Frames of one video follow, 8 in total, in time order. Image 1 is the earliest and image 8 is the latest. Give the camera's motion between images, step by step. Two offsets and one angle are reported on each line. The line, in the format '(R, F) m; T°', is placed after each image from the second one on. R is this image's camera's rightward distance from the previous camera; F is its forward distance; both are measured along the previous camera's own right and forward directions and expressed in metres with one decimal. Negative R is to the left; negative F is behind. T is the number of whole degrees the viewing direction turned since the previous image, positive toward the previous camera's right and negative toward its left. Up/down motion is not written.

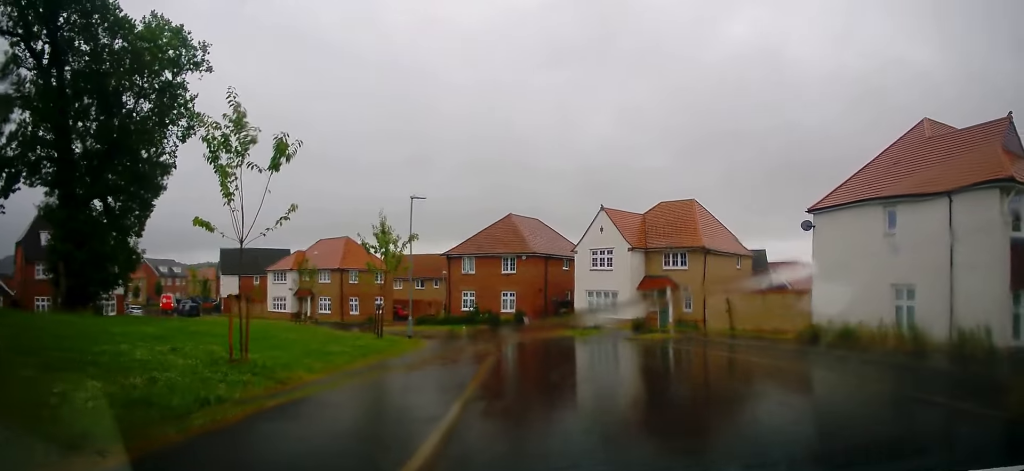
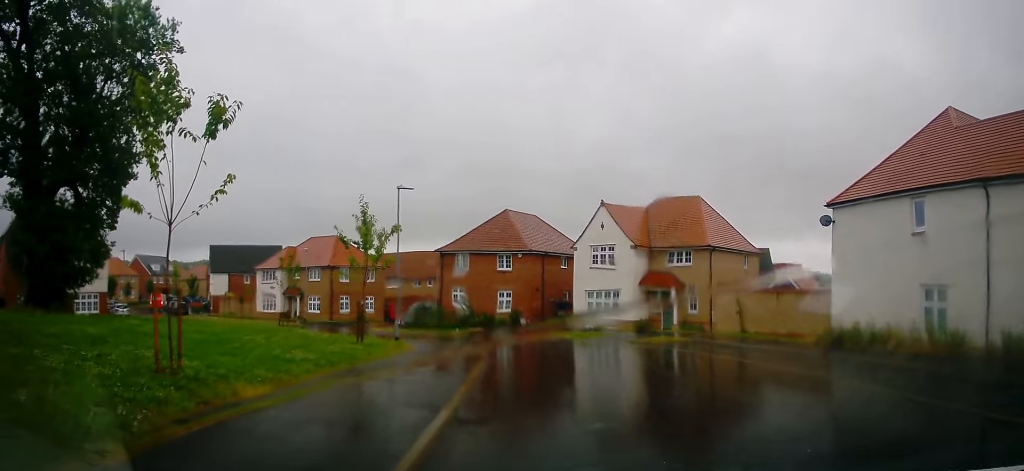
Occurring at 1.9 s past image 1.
(-0.3, +1.8) m; -5°
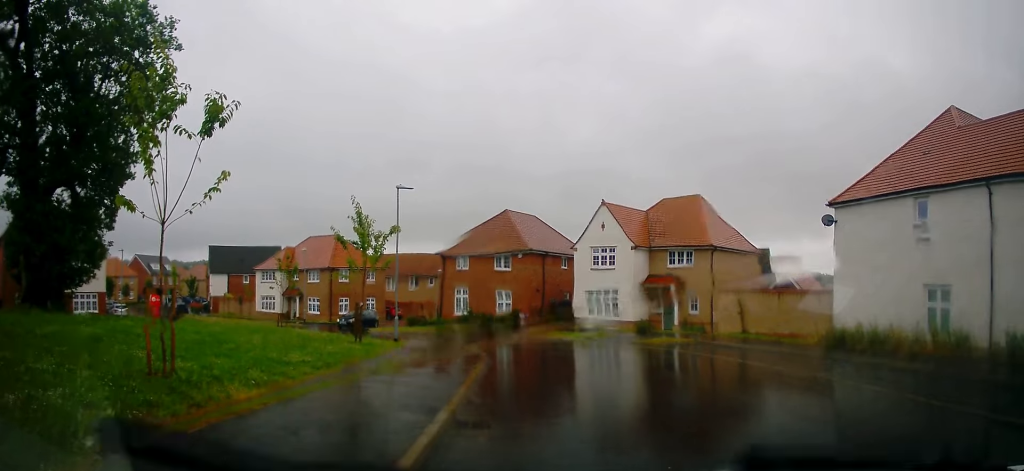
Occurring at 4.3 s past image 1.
(+0.2, +0.2) m; 0°
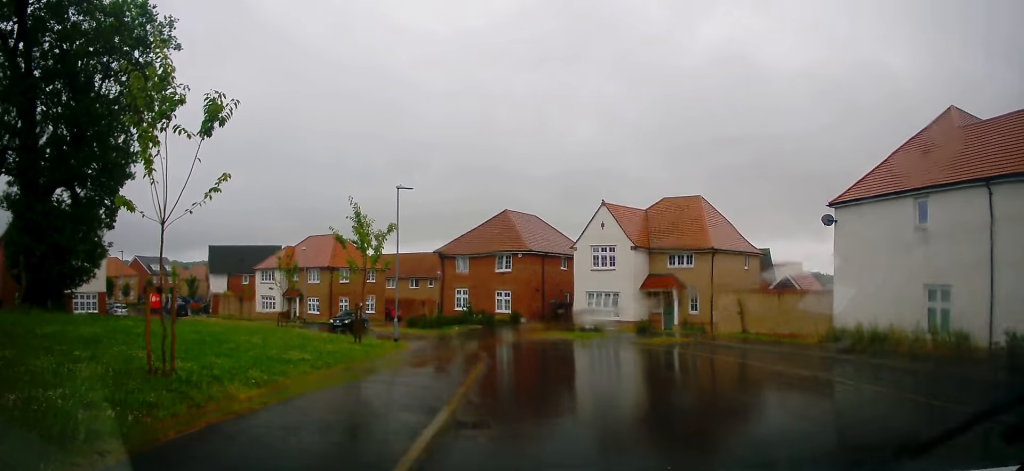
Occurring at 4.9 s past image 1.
(0.0, 0.0) m; 0°
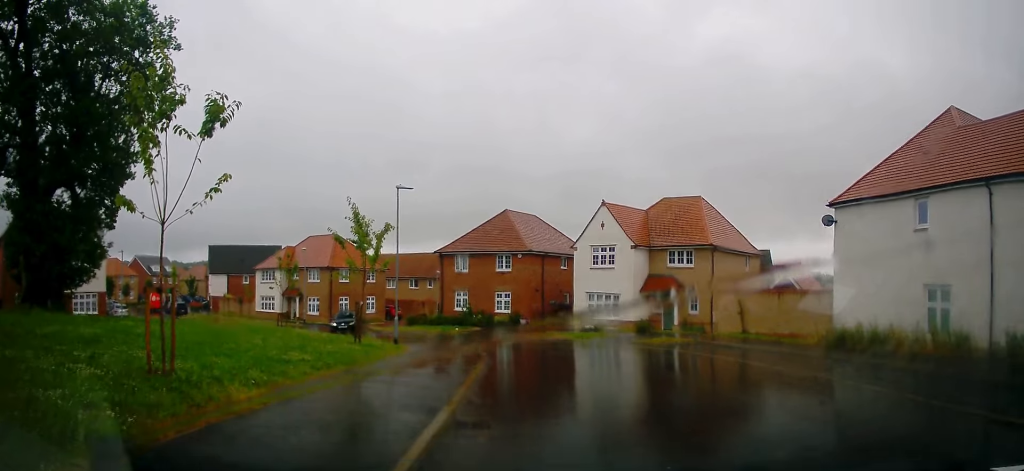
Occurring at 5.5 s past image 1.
(0.0, 0.0) m; 0°
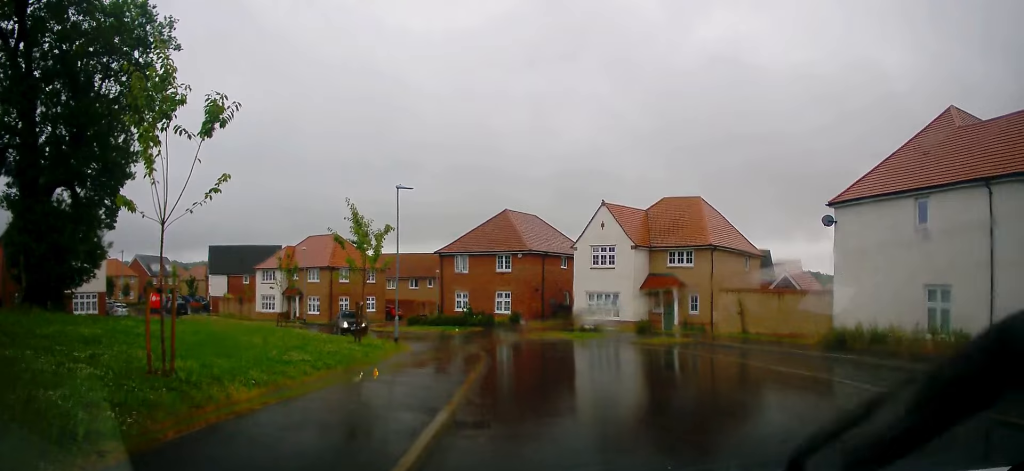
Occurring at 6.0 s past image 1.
(0.0, 0.0) m; 0°
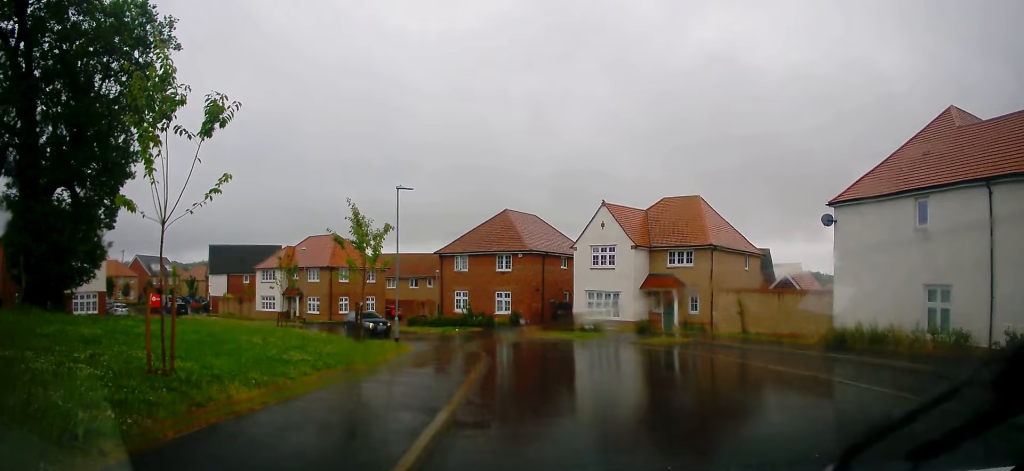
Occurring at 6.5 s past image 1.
(0.0, 0.0) m; 0°
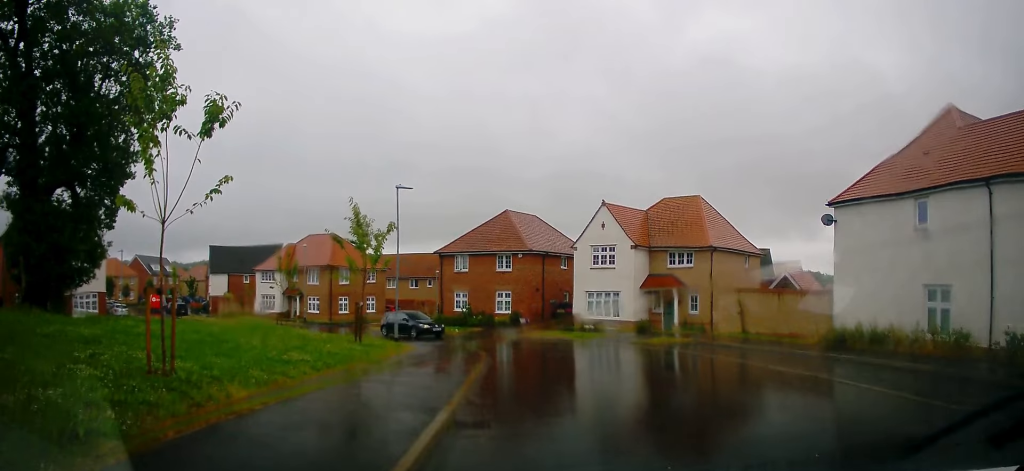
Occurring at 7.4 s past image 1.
(0.0, 0.0) m; 0°
